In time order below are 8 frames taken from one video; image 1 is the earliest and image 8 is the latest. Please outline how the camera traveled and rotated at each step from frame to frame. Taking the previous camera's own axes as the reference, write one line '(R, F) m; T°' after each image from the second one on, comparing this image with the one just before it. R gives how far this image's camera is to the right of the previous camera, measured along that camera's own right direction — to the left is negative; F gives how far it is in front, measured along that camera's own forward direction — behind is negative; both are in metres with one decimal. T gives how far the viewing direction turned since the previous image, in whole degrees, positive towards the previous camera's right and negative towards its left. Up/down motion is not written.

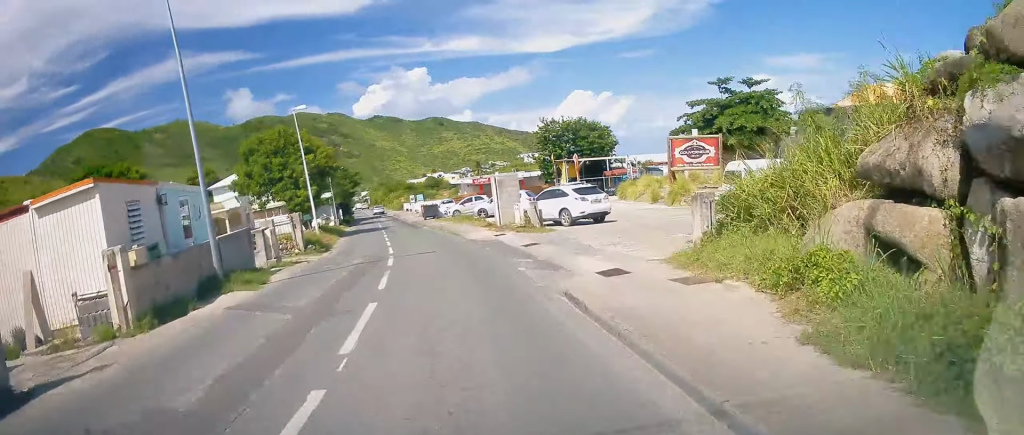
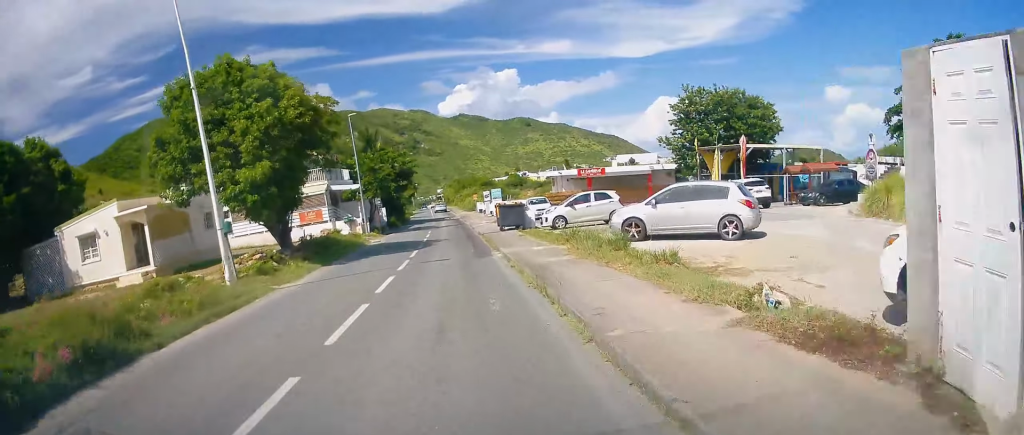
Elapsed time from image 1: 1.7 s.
(-0.9, +21.2) m; -8°
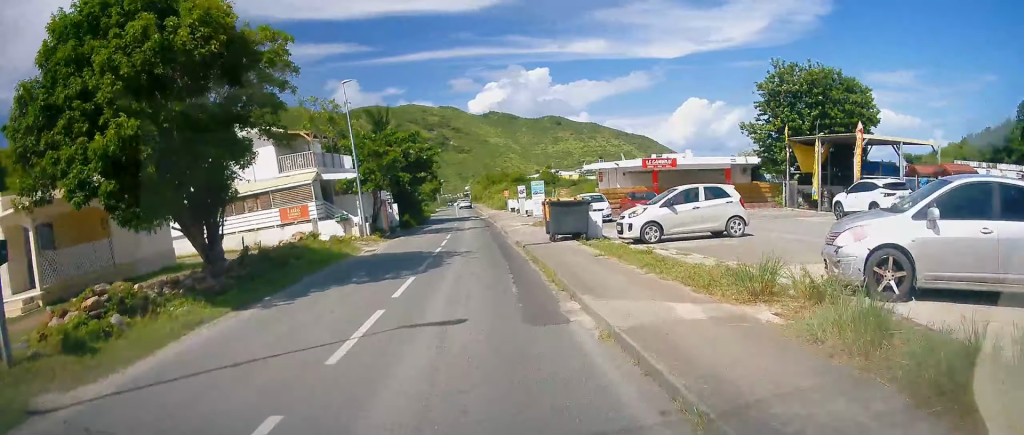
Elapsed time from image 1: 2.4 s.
(-0.5, +9.7) m; -2°
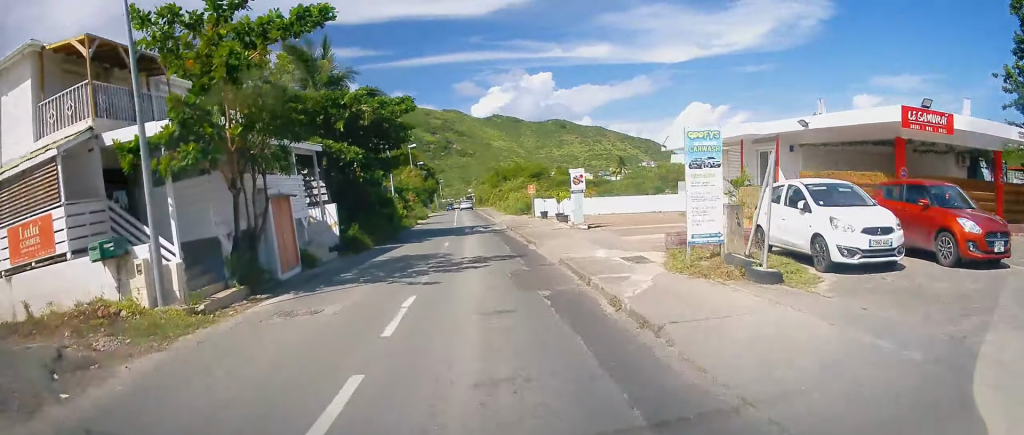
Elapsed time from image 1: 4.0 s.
(-0.2, +21.0) m; -1°
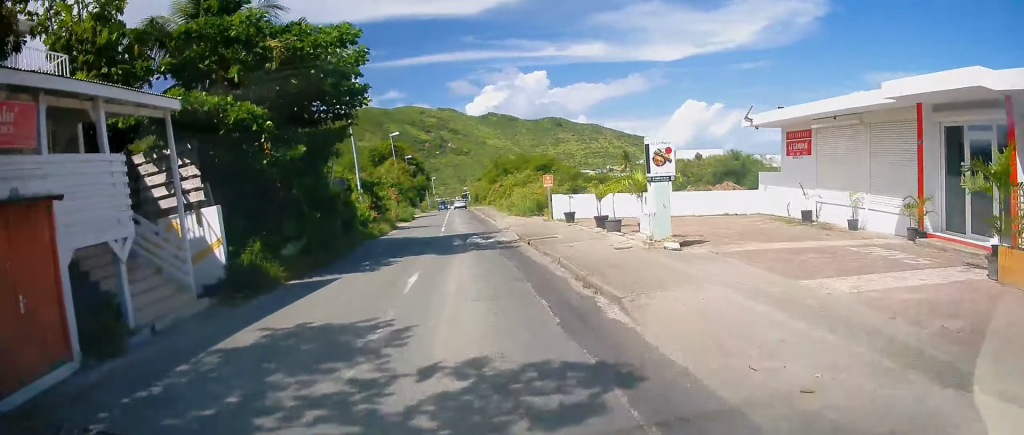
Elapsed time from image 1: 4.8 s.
(0.0, +10.6) m; 0°
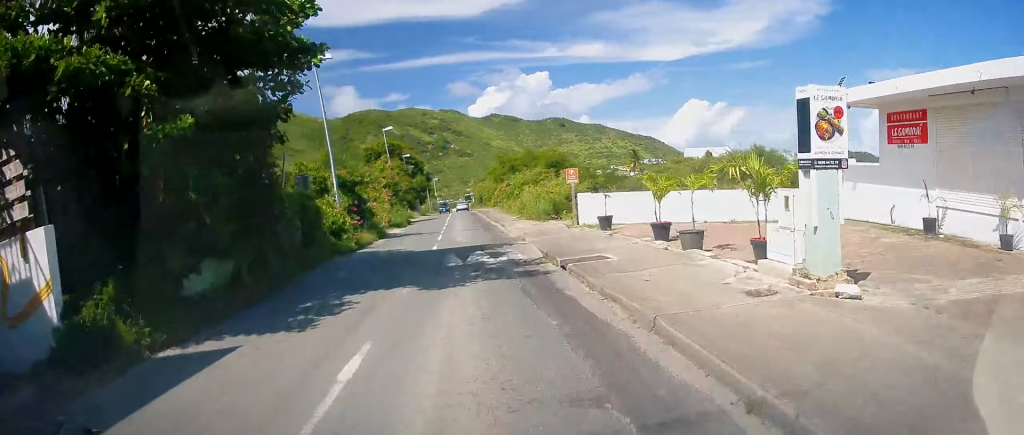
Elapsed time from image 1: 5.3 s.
(0.0, +6.3) m; 0°
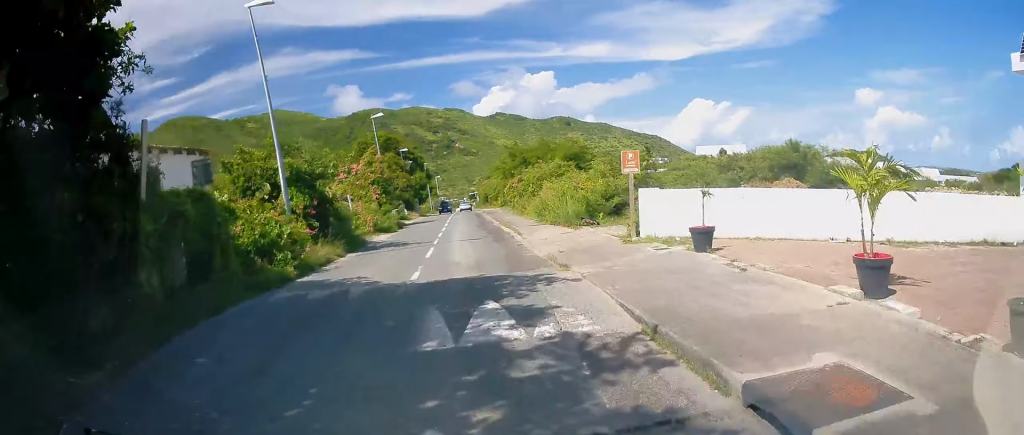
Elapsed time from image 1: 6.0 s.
(+0.1, +8.1) m; -1°
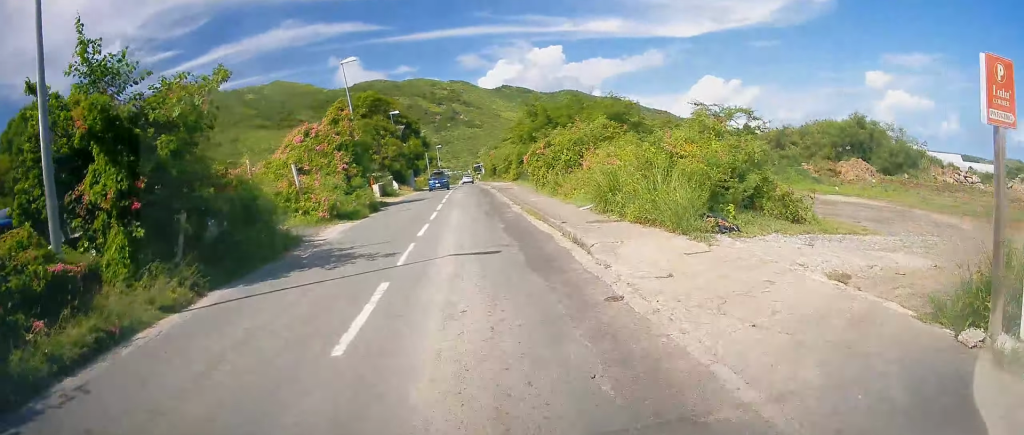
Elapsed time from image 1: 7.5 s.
(-0.4, +12.3) m; -4°
